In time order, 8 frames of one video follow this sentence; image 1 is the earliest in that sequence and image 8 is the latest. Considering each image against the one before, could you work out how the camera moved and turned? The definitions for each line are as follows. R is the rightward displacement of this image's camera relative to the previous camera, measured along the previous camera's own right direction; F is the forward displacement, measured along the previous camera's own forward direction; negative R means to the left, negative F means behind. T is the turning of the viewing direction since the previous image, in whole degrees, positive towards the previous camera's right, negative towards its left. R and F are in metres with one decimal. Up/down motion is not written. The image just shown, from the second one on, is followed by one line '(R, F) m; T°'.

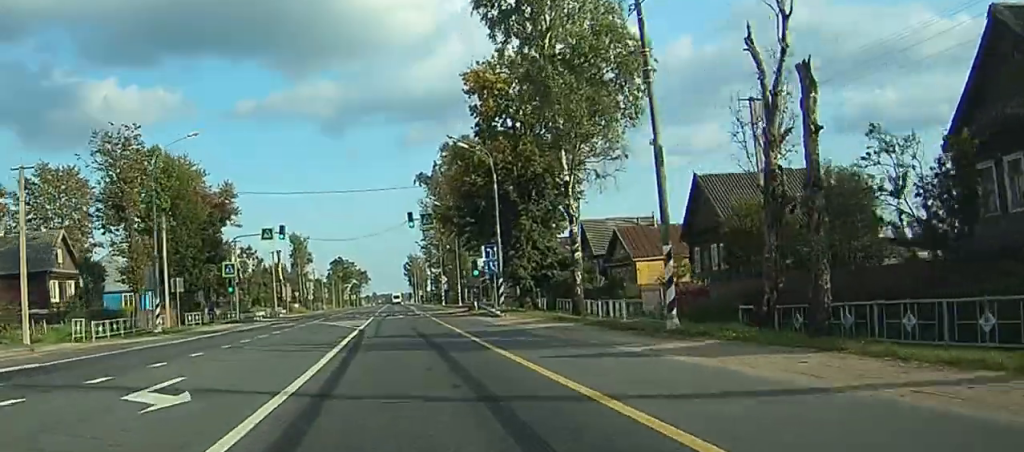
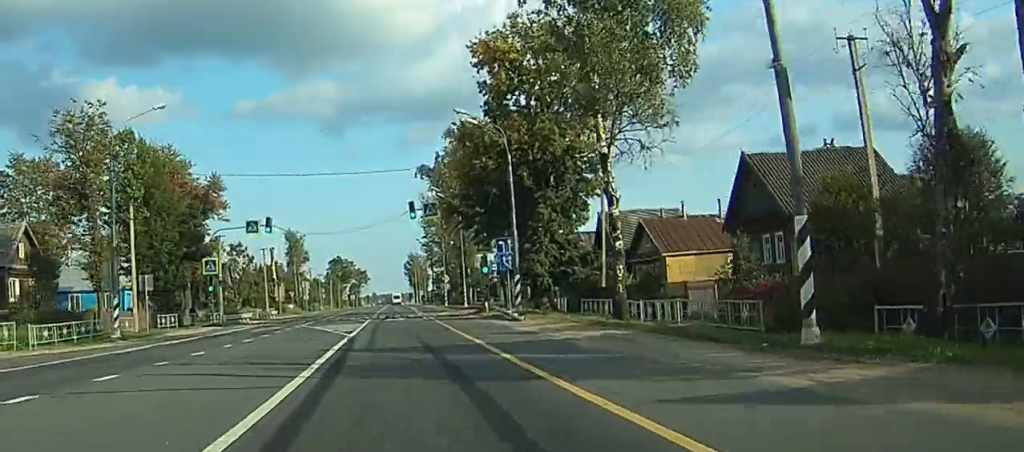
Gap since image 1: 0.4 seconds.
(0.0, +7.6) m; -1°
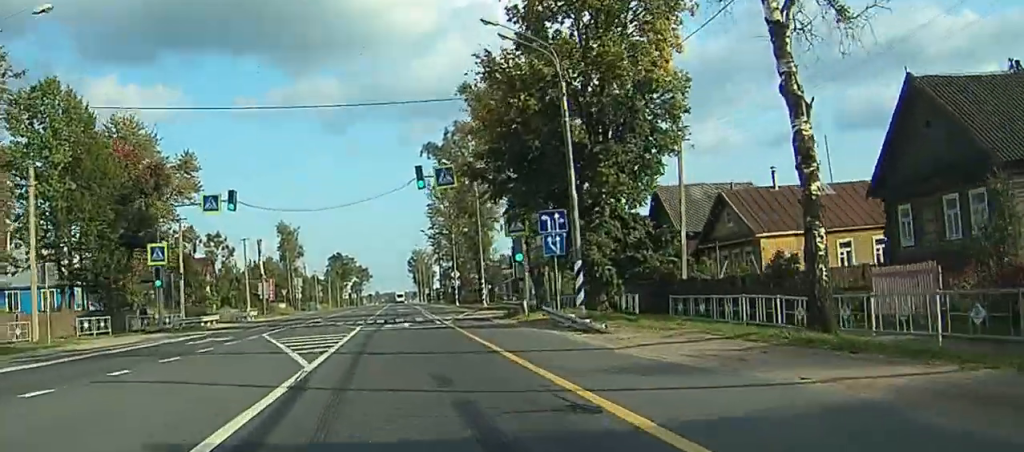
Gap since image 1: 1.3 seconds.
(-0.2, +16.0) m; -1°
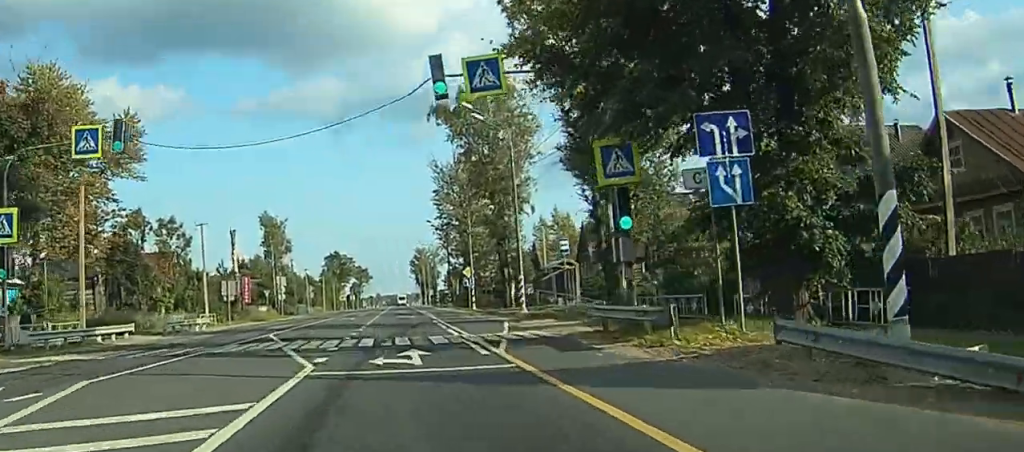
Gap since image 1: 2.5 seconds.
(-0.3, +21.9) m; -1°
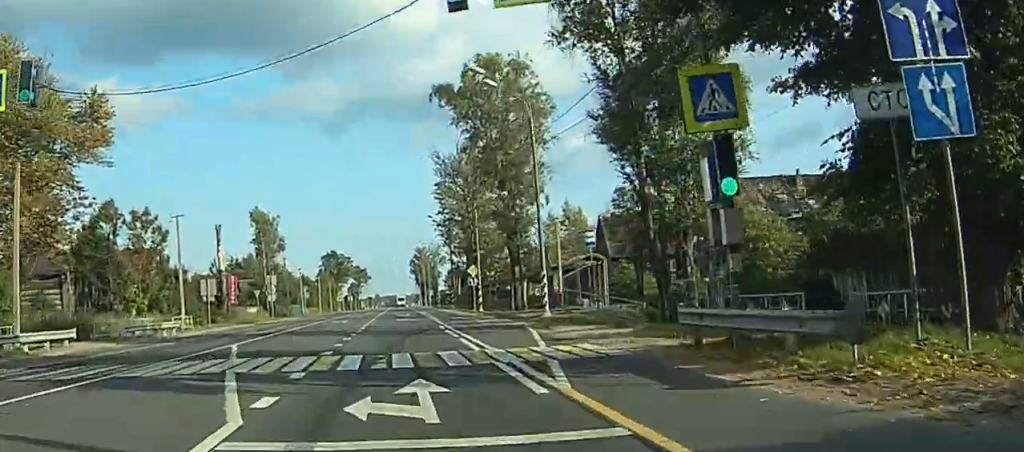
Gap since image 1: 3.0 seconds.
(0.0, +8.0) m; 0°
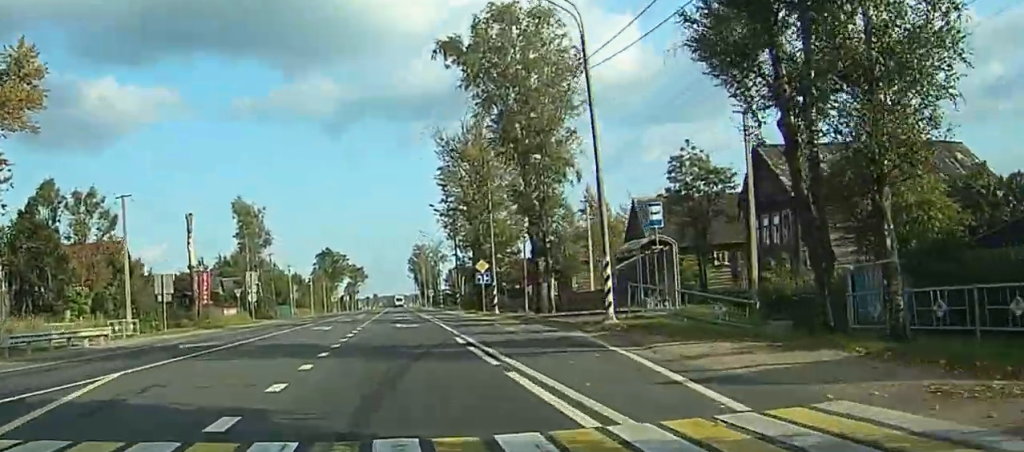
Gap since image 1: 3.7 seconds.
(-0.1, +12.9) m; +1°
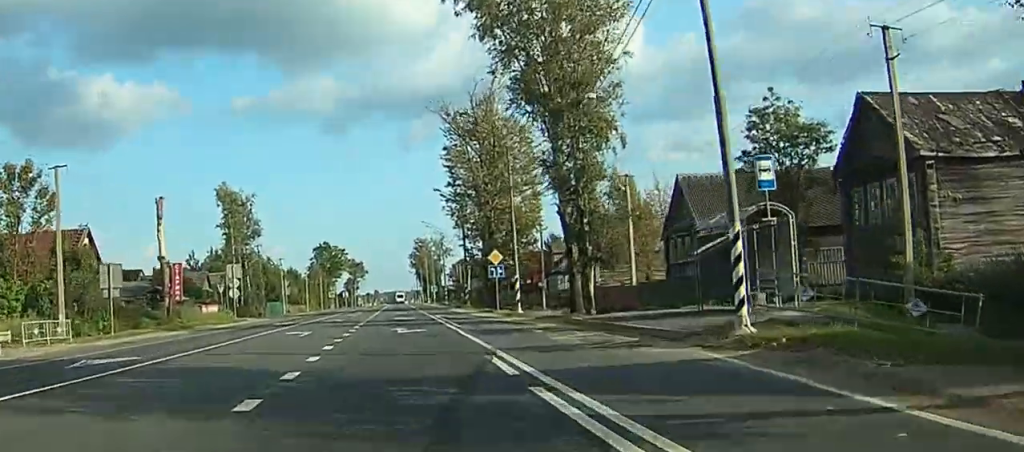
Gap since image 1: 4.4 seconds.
(+0.3, +10.9) m; +1°
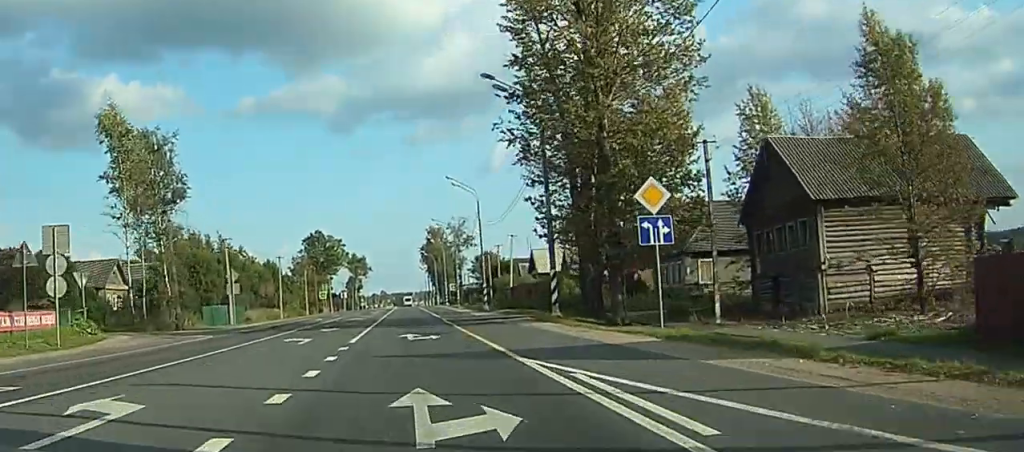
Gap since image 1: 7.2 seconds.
(-0.1, +43.7) m; -1°
